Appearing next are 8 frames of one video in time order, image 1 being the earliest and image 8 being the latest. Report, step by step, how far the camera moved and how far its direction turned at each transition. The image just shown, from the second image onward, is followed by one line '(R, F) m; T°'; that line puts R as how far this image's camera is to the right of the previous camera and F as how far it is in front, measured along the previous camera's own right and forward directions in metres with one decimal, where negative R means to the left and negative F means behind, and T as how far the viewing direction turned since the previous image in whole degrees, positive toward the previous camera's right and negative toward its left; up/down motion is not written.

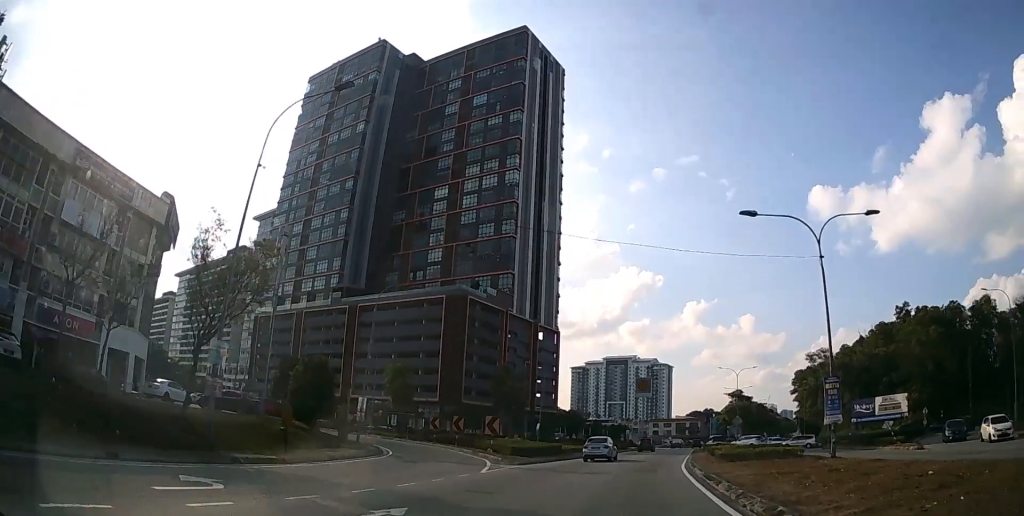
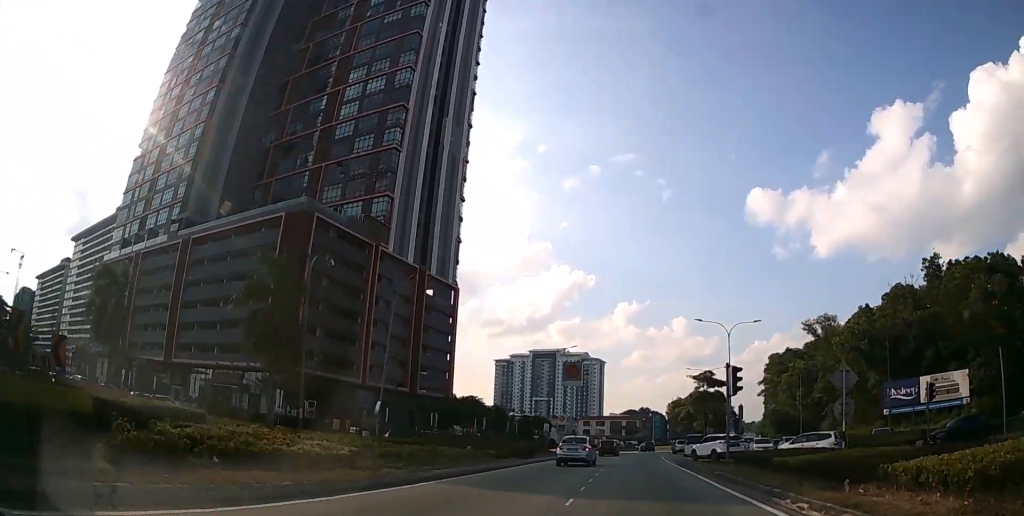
(+2.0, +36.0) m; +7°
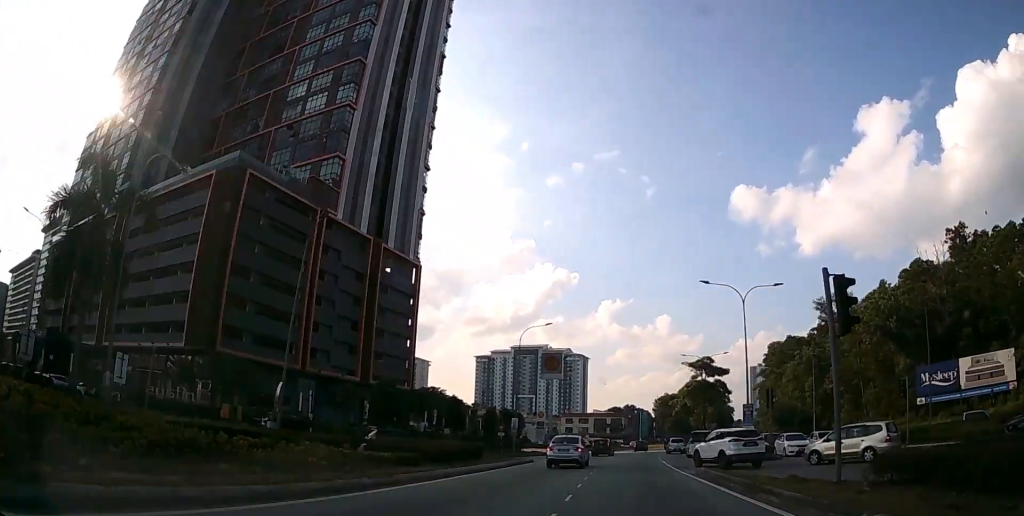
(+0.3, +12.2) m; +2°
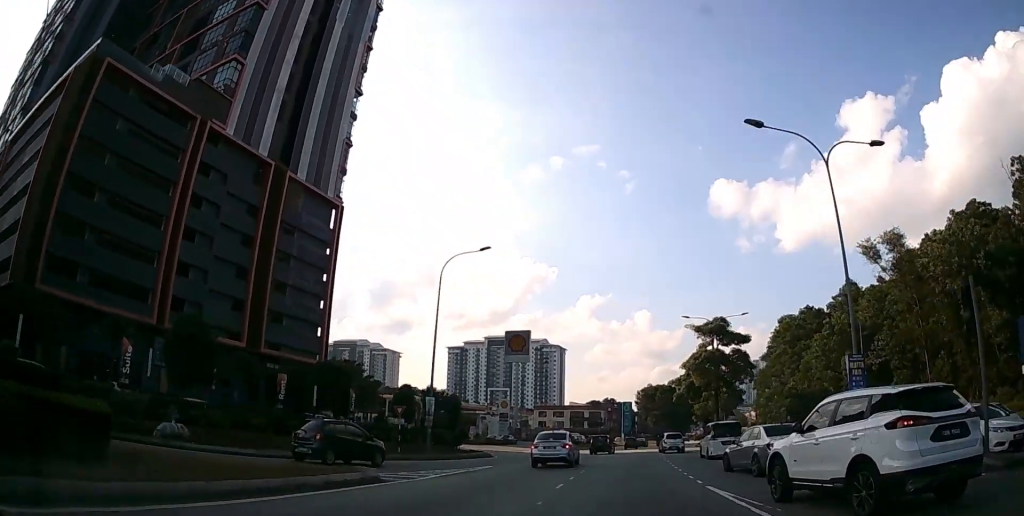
(+0.4, +20.5) m; +2°
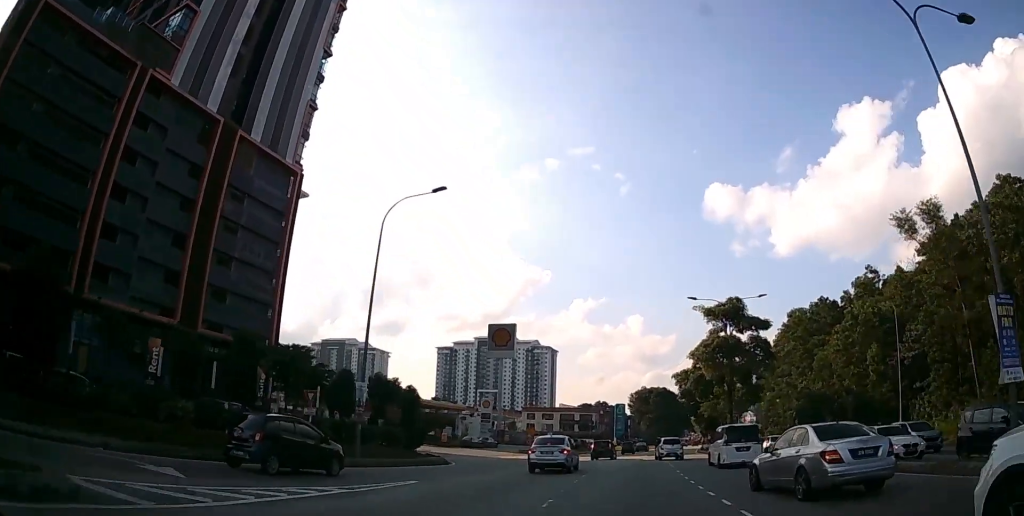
(+0.1, +9.1) m; +1°
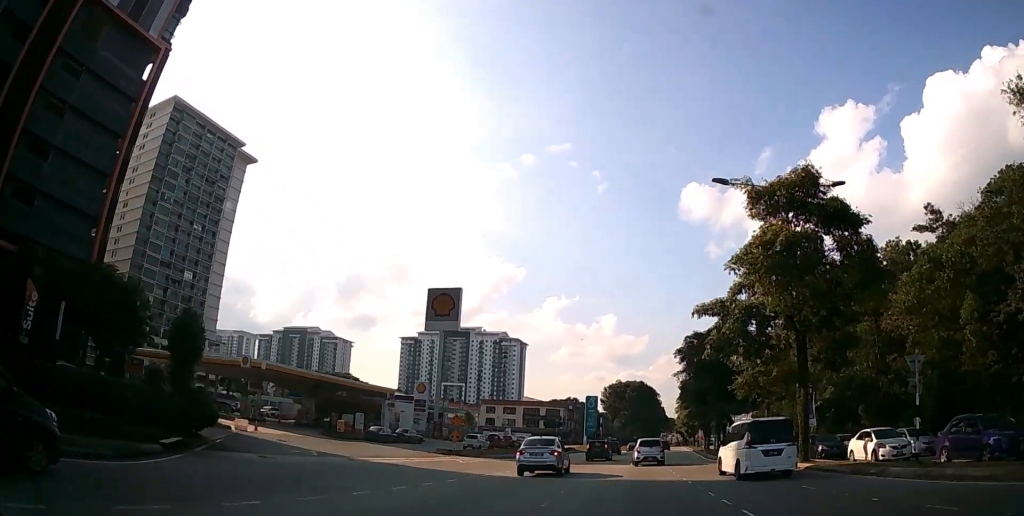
(+0.3, +21.5) m; +3°
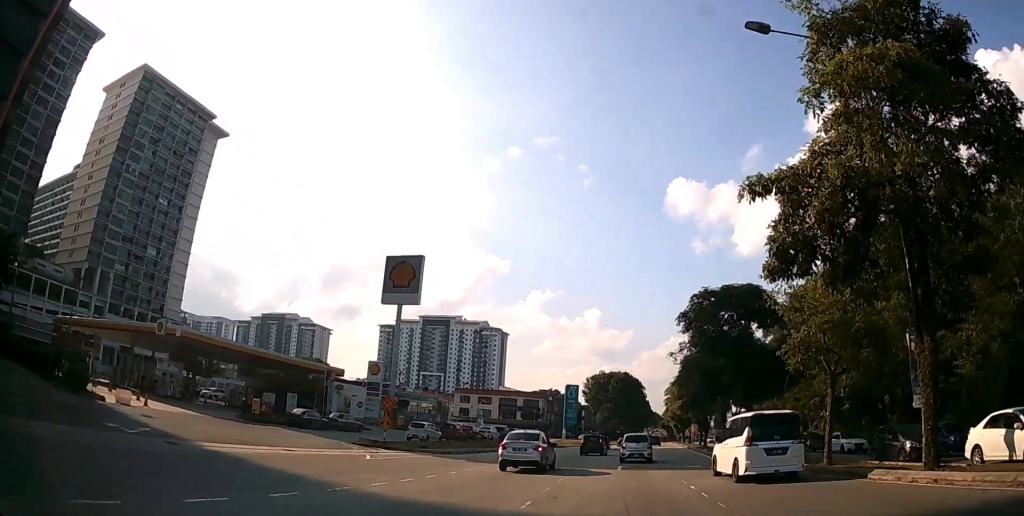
(+0.2, +10.5) m; +2°
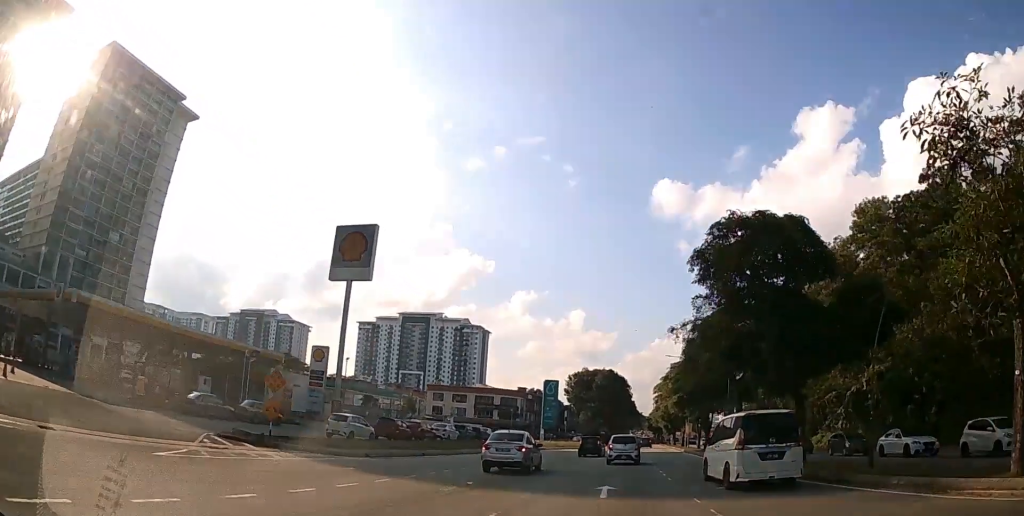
(+0.2, +10.4) m; +2°
